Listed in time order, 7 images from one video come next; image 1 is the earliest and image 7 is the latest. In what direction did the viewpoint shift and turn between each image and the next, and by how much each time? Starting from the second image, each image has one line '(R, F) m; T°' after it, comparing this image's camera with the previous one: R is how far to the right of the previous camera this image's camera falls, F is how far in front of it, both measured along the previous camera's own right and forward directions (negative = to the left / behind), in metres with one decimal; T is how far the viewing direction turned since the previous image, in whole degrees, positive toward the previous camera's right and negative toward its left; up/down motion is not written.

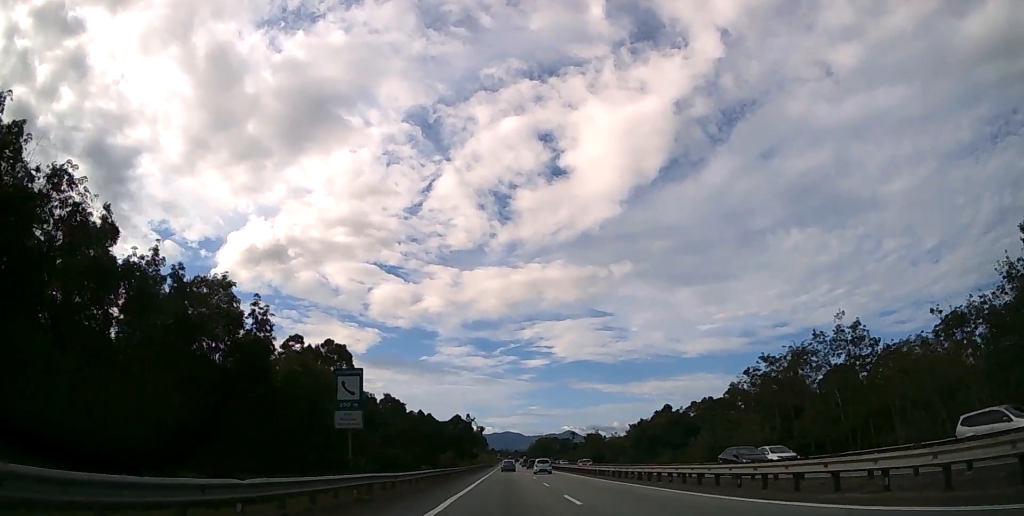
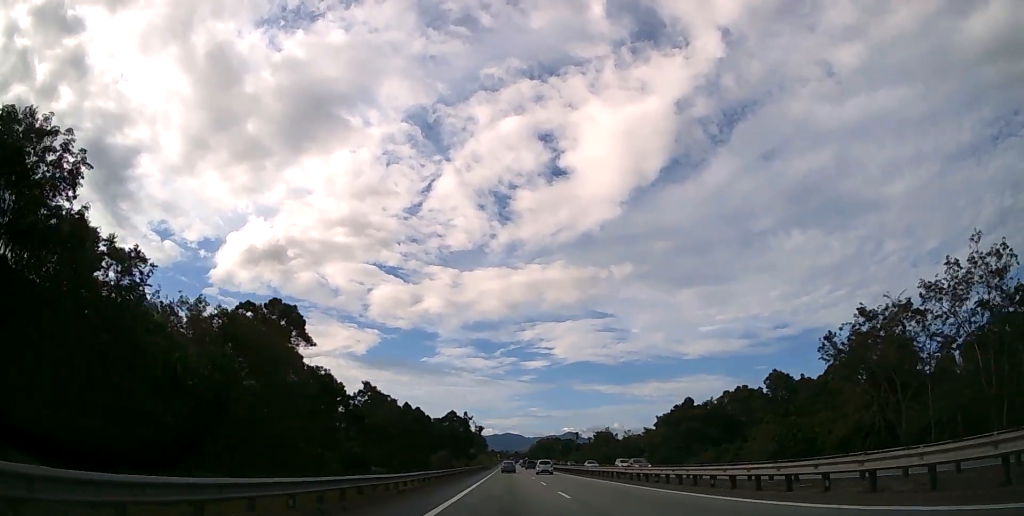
(0.0, +20.8) m; 0°
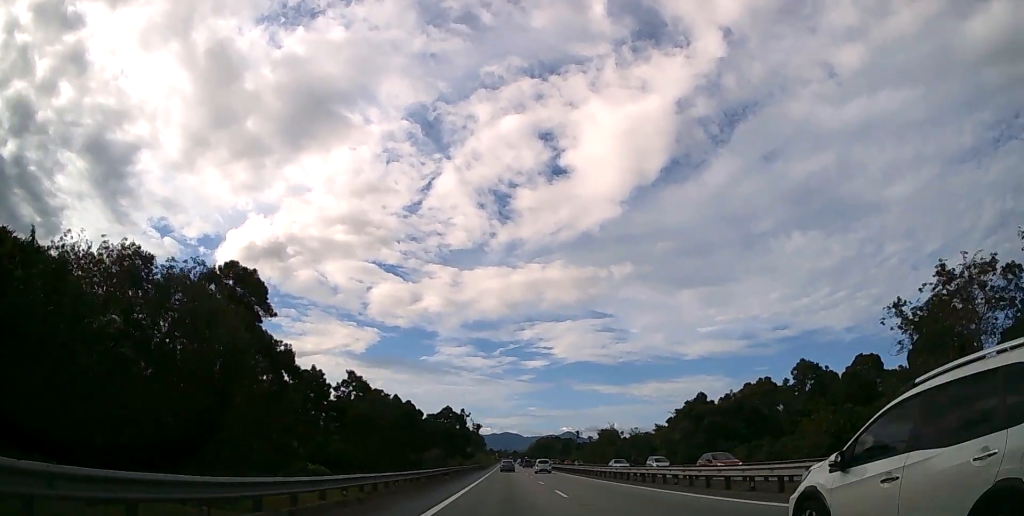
(0.0, +11.3) m; 0°
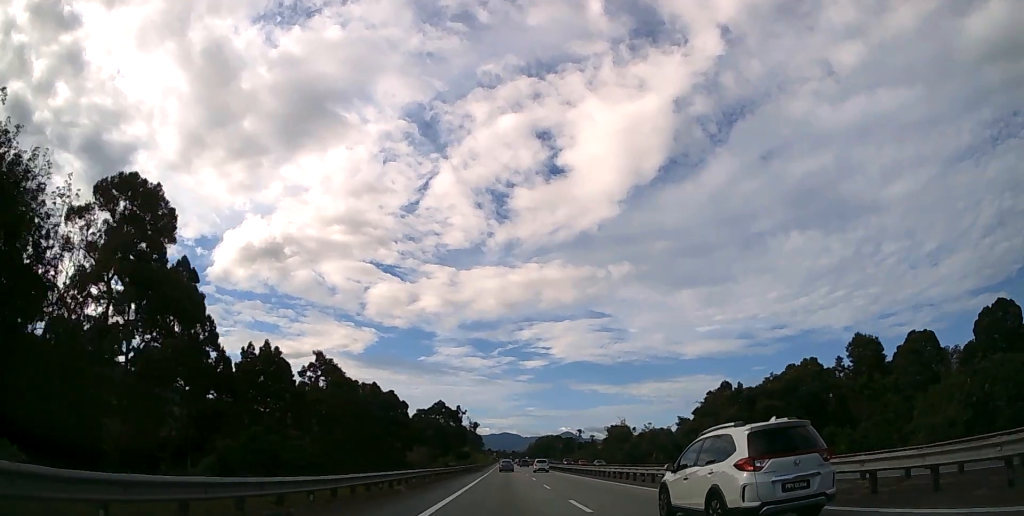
(0.0, +17.8) m; 0°
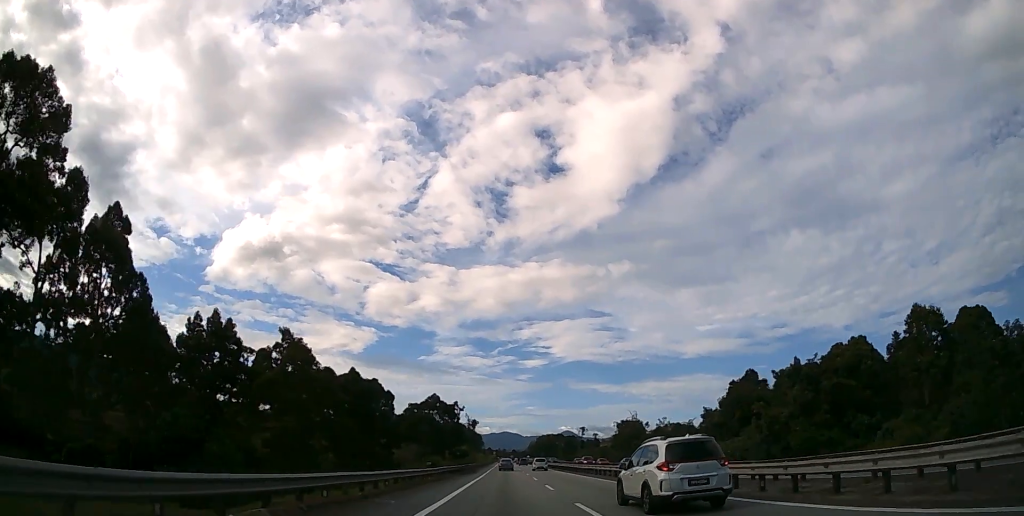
(0.0, +14.1) m; 0°
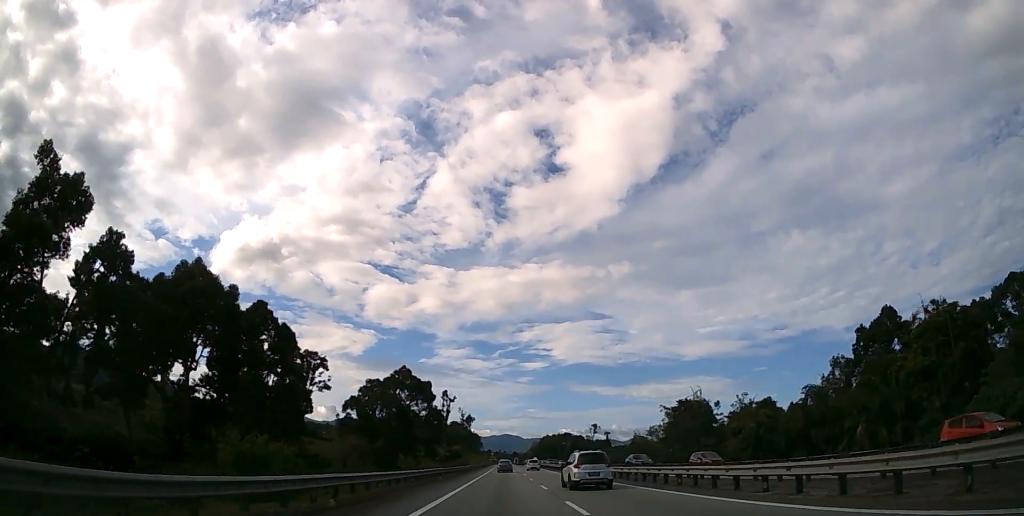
(0.0, +46.6) m; 0°
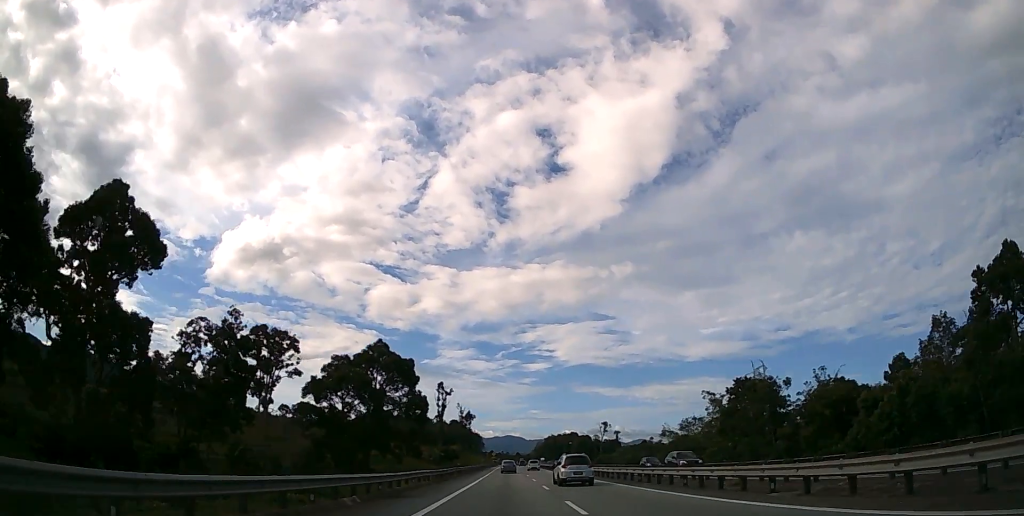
(0.0, +23.2) m; 0°
